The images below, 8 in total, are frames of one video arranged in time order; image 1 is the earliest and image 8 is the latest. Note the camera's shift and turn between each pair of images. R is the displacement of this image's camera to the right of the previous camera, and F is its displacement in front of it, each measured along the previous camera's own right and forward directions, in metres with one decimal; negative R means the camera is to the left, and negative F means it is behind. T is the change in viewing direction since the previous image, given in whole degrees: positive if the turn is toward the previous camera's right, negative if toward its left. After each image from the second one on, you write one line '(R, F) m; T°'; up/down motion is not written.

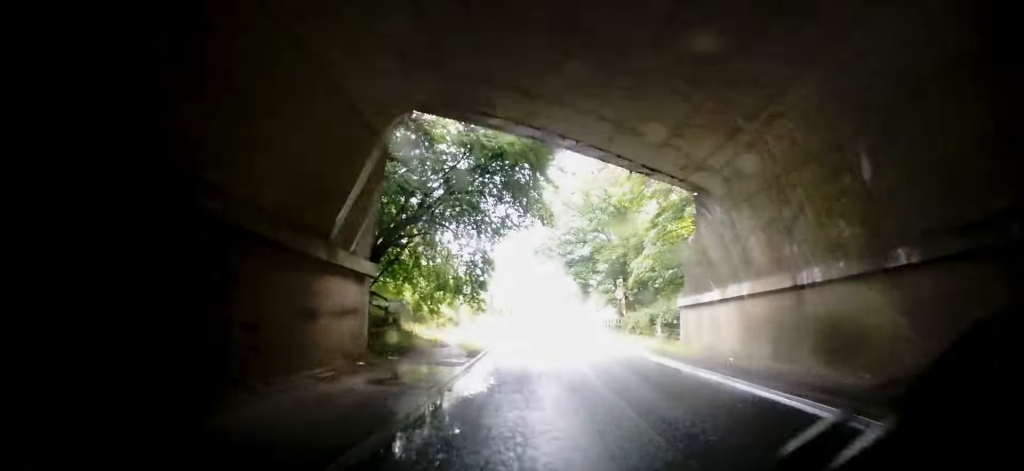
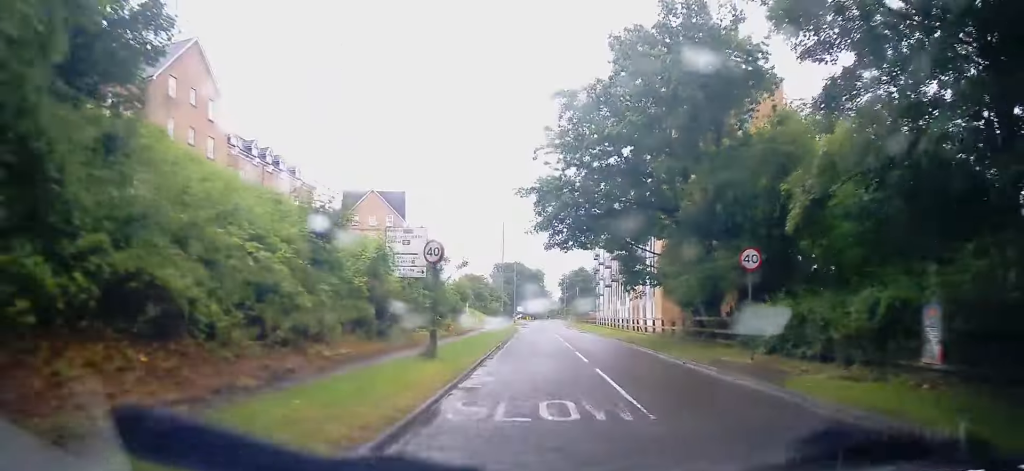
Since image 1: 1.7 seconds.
(0.0, +23.5) m; +1°
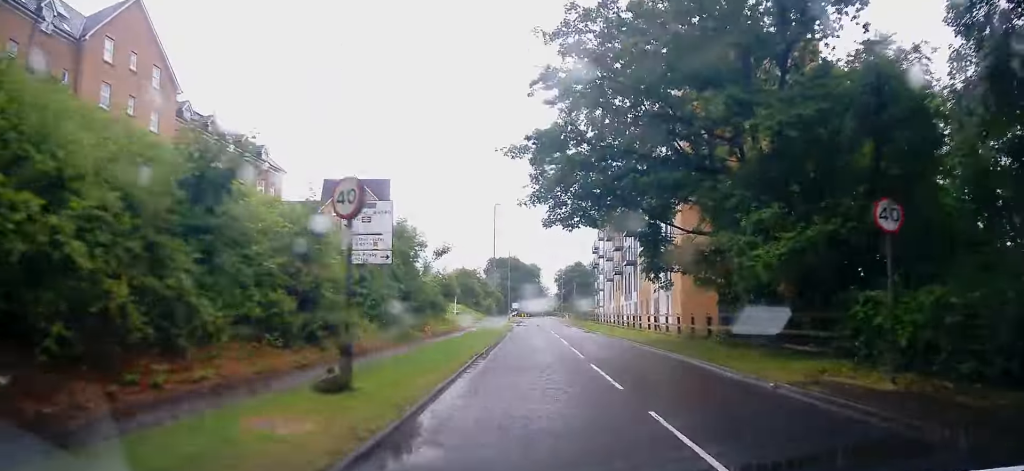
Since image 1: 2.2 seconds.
(+0.3, +6.7) m; 0°
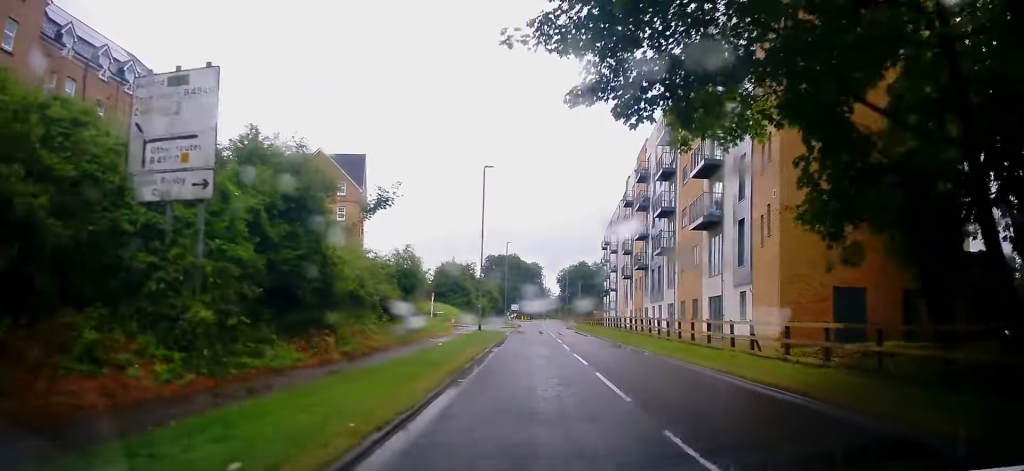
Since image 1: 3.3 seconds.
(-0.6, +13.7) m; -2°
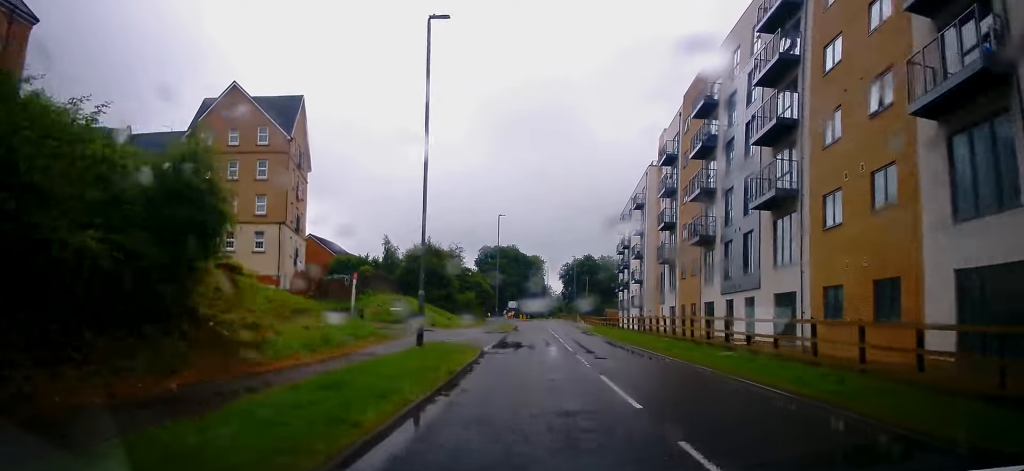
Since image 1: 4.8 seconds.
(+0.4, +19.6) m; +1°
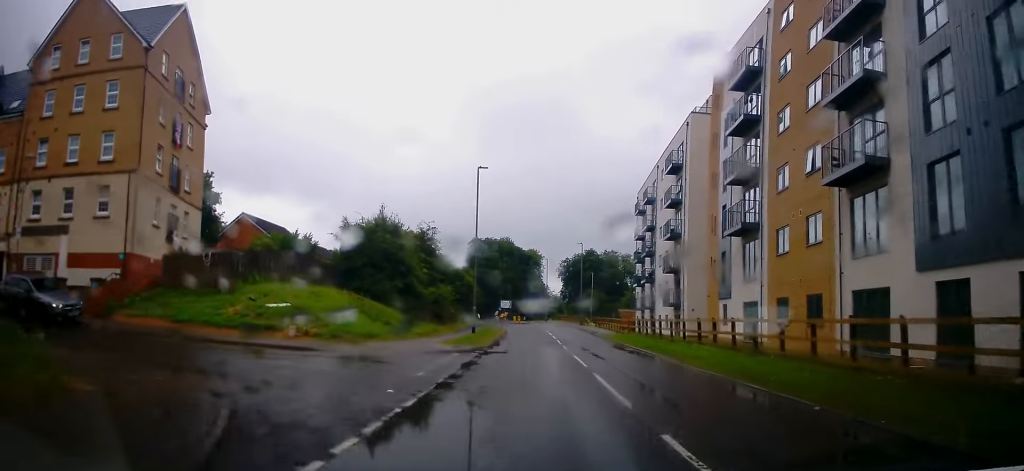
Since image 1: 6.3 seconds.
(0.0, +18.6) m; +3°
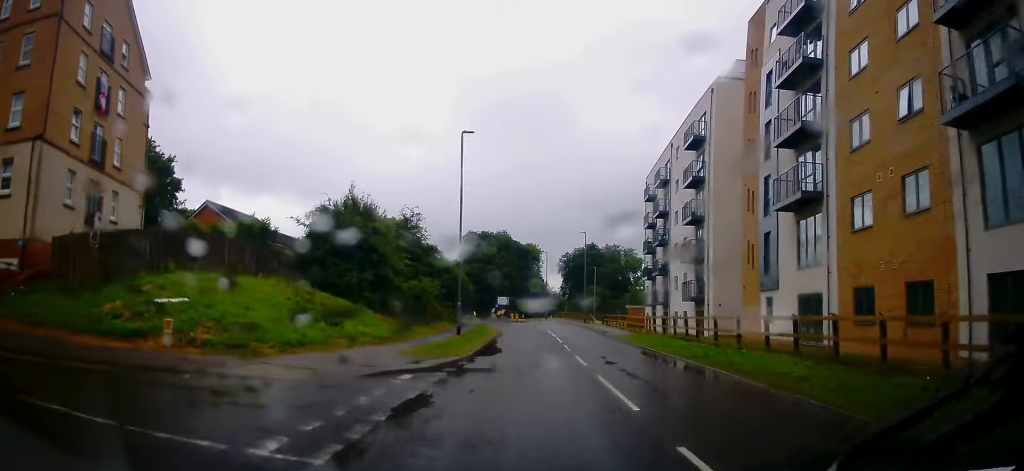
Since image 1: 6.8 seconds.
(+0.3, +7.1) m; 0°
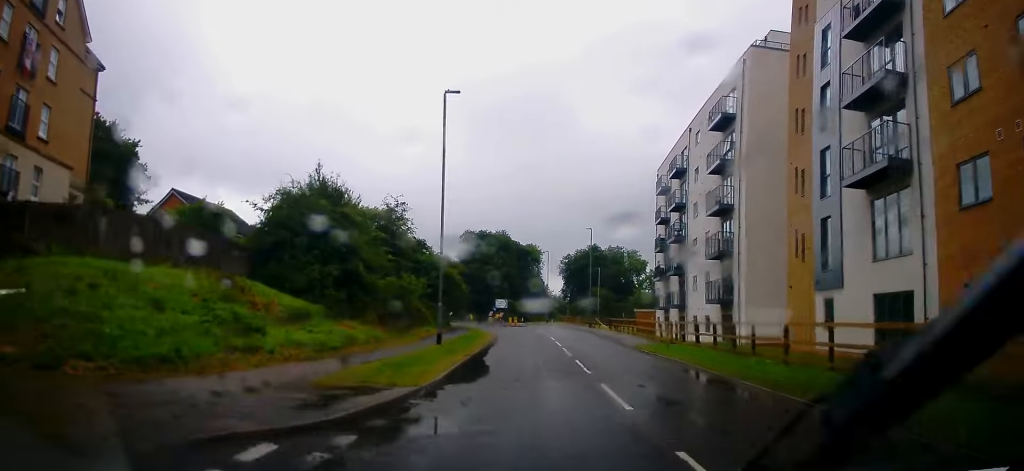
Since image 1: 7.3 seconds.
(+0.3, +6.2) m; 0°
